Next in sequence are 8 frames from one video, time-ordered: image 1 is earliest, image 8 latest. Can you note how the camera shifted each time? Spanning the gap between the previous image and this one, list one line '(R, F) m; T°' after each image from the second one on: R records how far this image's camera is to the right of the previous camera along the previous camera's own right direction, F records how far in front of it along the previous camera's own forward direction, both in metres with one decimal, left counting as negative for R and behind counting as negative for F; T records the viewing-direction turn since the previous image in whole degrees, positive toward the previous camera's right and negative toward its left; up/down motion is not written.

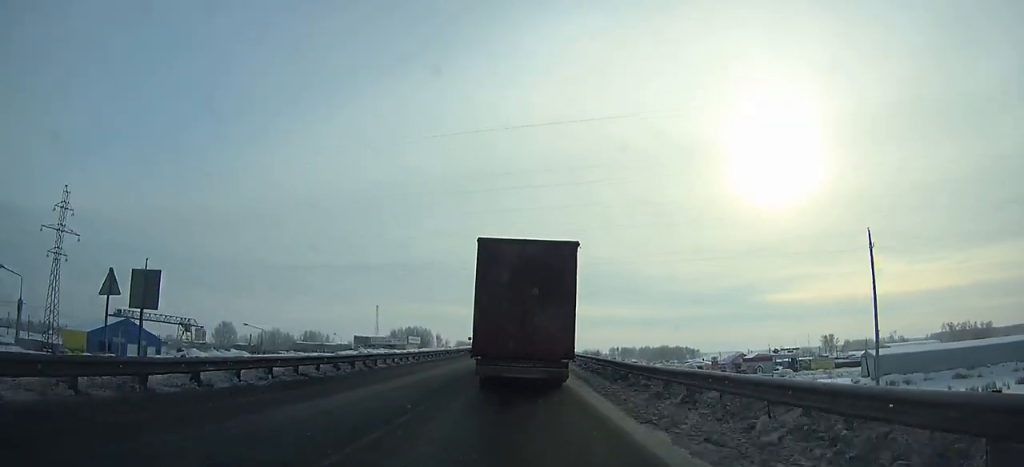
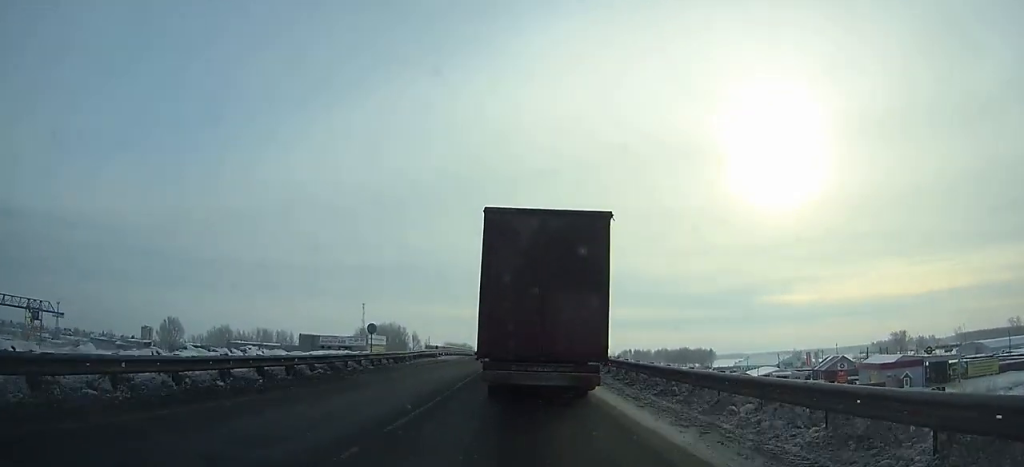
(+0.1, +70.4) m; 0°
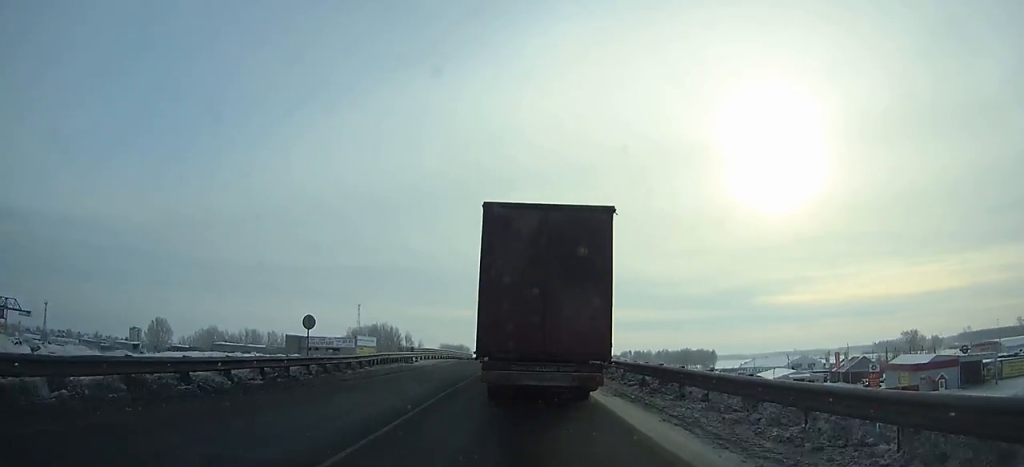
(0.0, +11.3) m; 0°
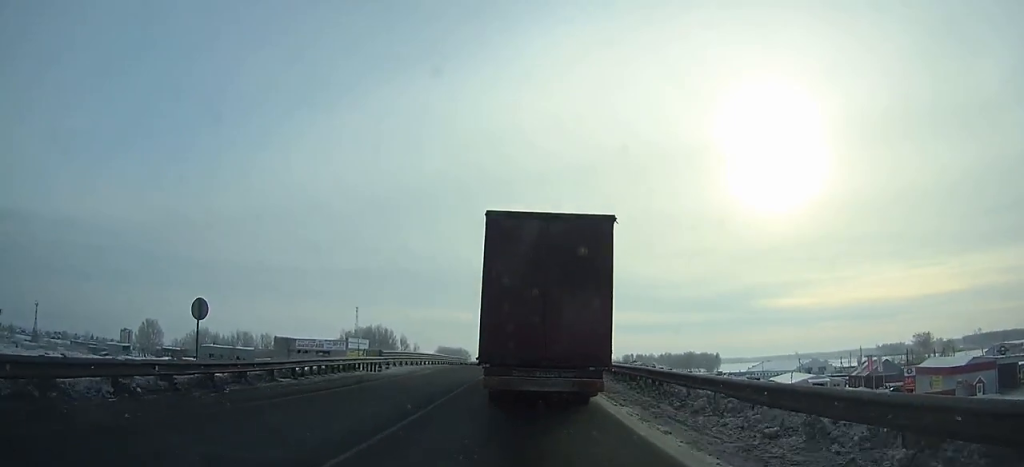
(-0.1, +10.3) m; 0°
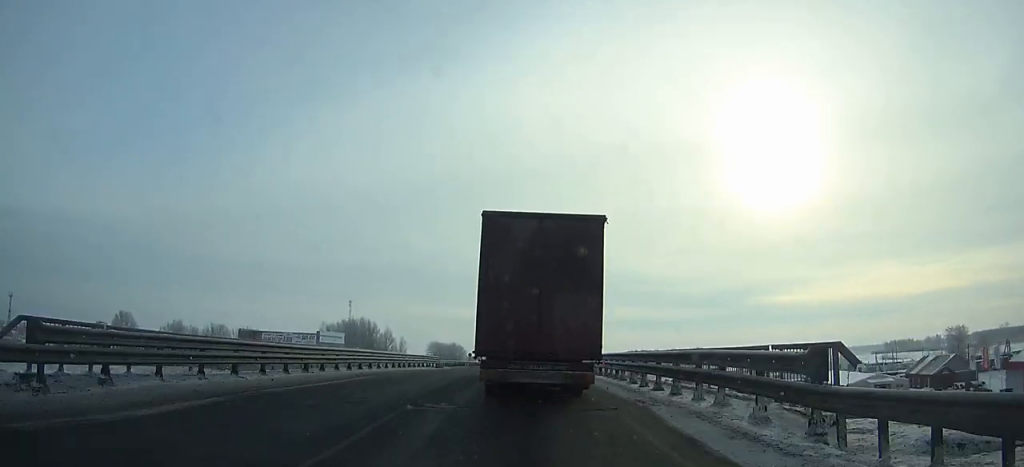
(0.0, +26.5) m; 0°
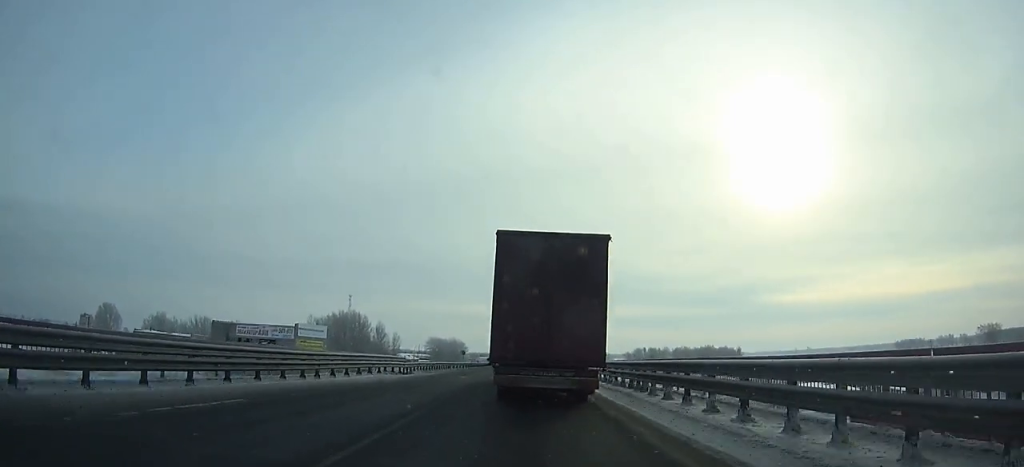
(0.0, +20.1) m; 0°
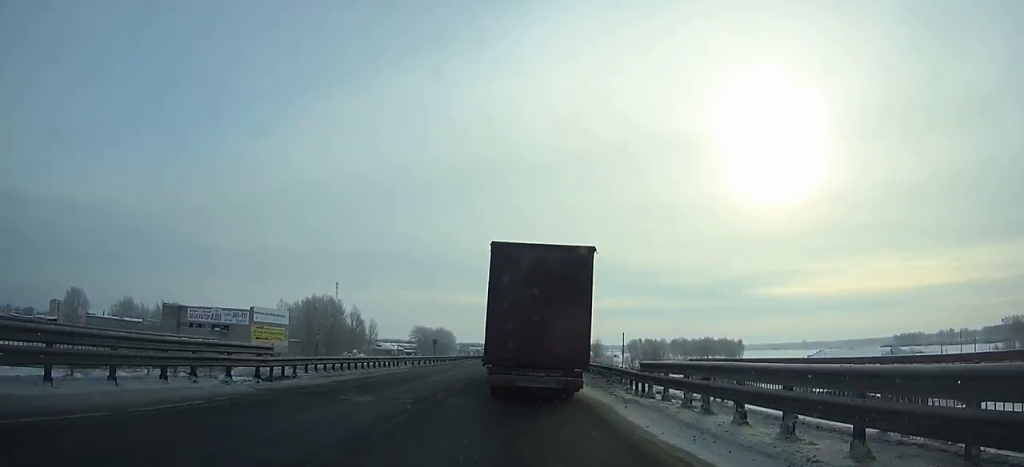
(0.0, +21.3) m; 0°
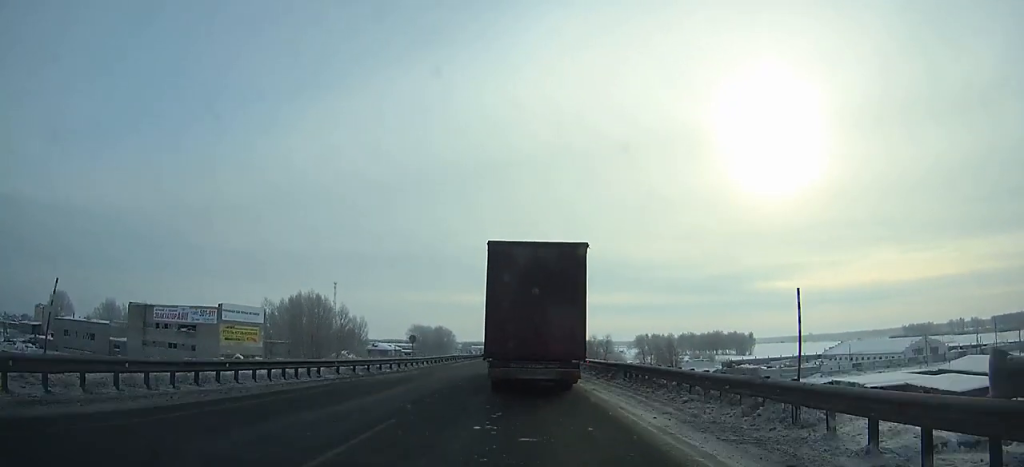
(0.0, +14.9) m; 0°
